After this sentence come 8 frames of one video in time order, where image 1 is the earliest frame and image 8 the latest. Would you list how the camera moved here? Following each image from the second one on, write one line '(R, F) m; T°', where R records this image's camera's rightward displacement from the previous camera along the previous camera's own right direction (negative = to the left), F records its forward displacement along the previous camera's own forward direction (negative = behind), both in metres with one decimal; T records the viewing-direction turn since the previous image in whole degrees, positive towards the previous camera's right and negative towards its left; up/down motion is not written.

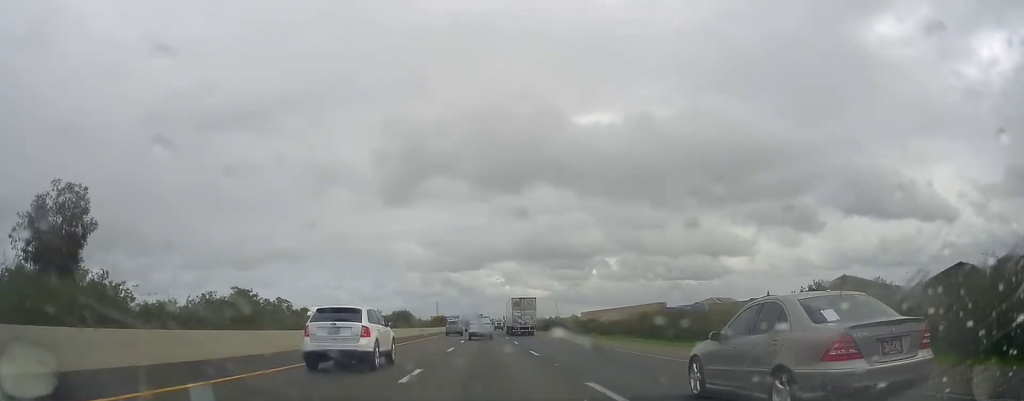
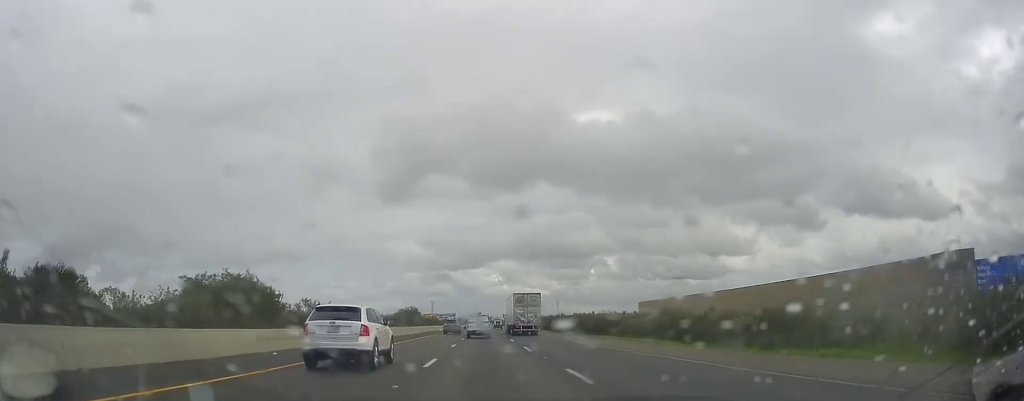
(-0.8, +54.2) m; -2°
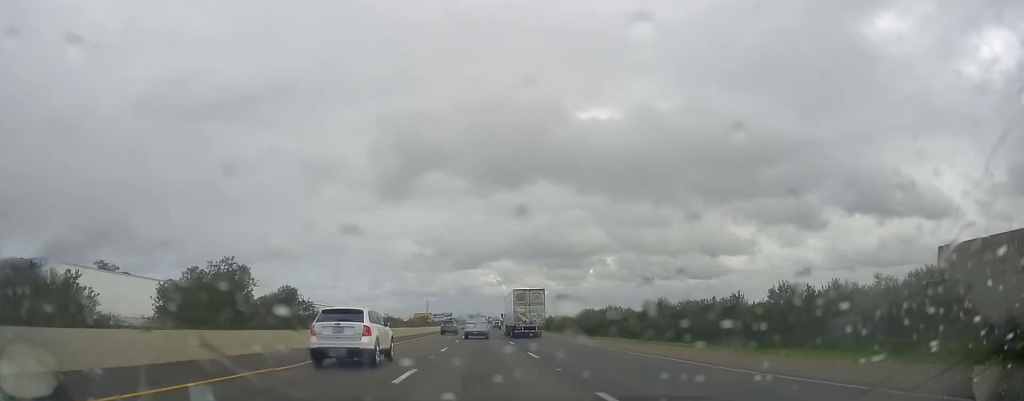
(+0.3, +64.8) m; +1°
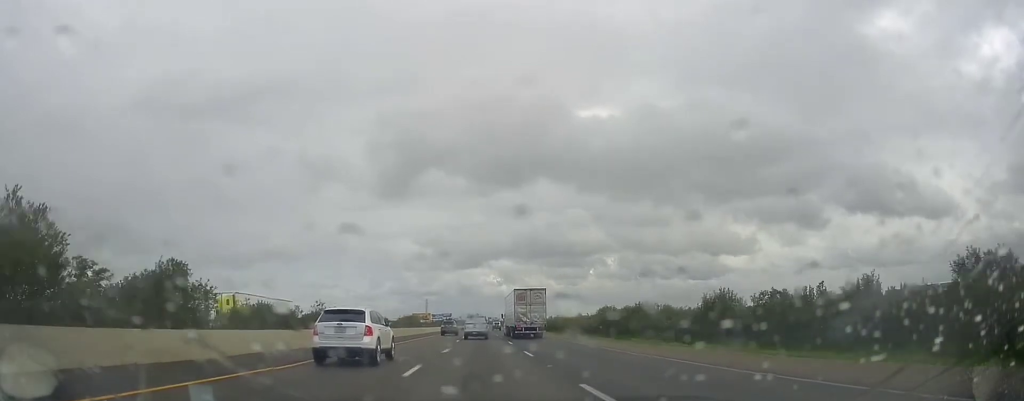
(0.0, +13.1) m; 0°
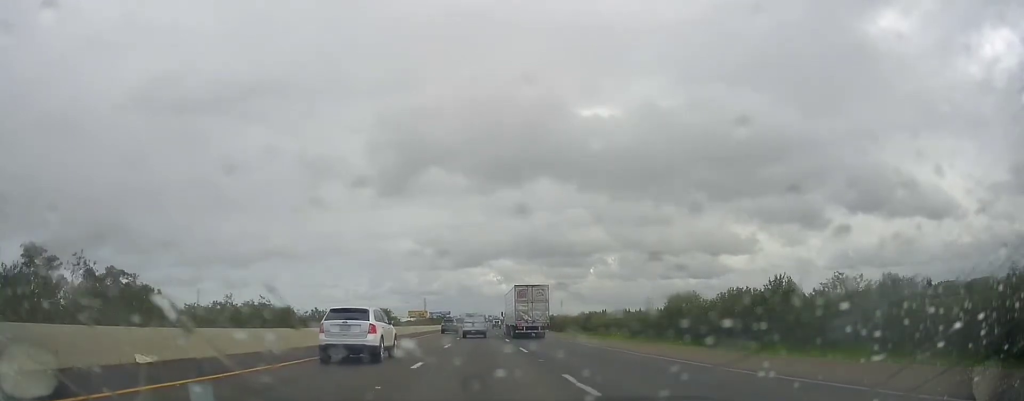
(+0.1, +26.3) m; +1°
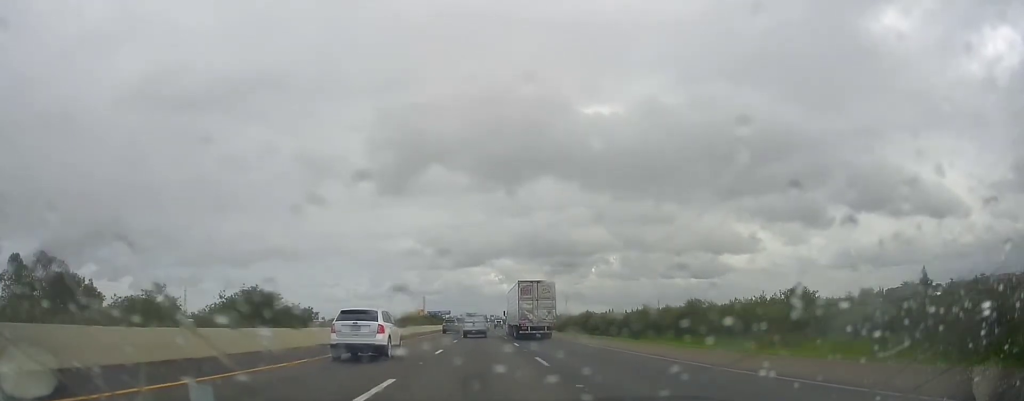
(+0.2, +37.3) m; 0°
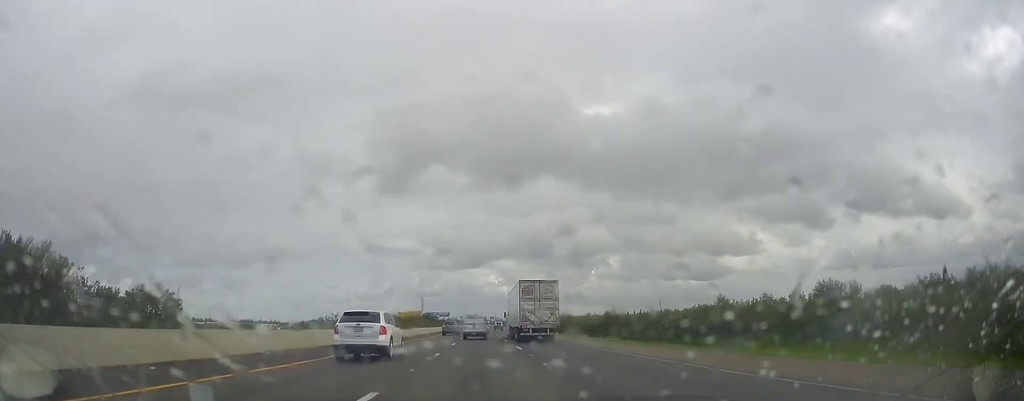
(-0.2, +17.1) m; 0°
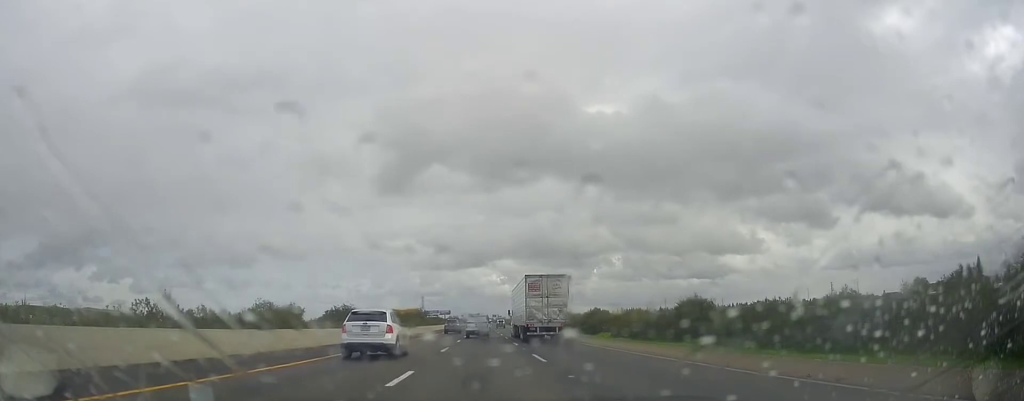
(-0.1, +25.2) m; 0°
